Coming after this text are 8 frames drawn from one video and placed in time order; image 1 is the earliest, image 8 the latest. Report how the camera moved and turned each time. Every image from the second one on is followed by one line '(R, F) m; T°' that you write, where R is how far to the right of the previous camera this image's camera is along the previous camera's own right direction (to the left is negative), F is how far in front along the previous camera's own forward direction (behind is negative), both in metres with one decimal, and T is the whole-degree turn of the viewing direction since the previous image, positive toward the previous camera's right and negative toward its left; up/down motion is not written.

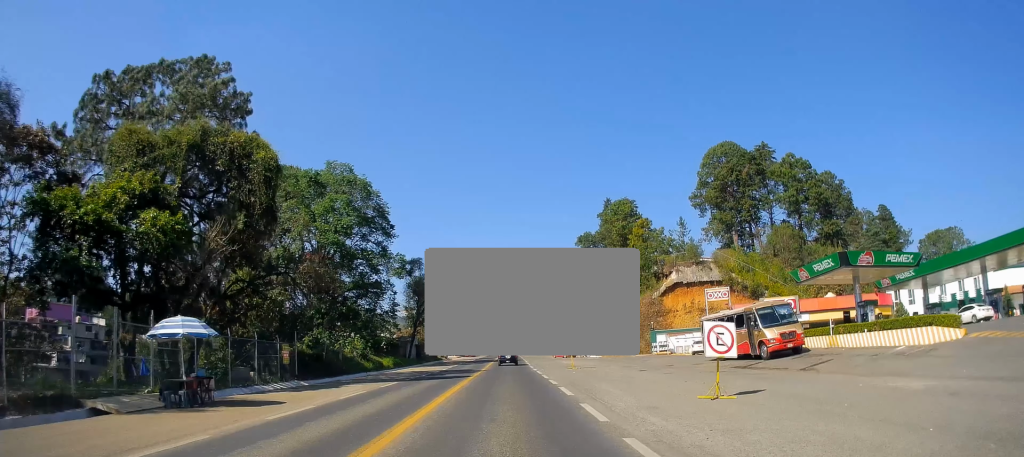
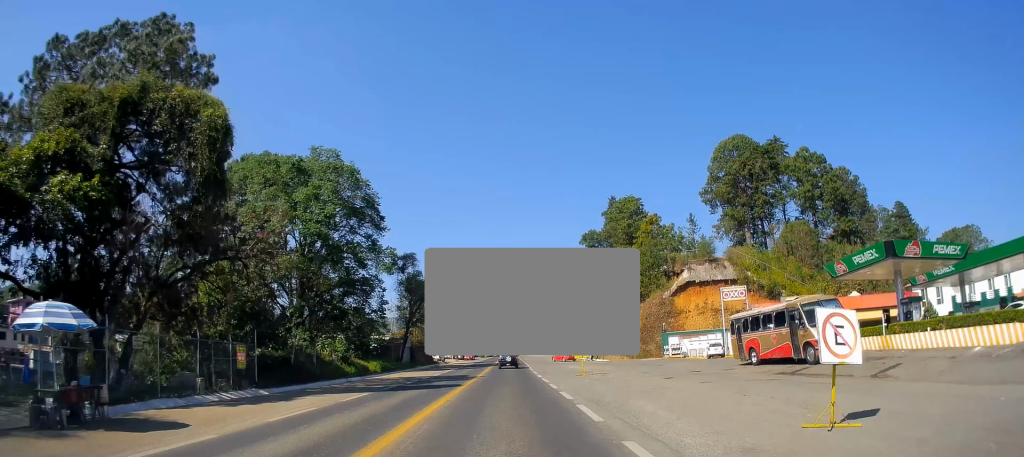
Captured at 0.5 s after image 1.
(0.0, +5.6) m; 0°
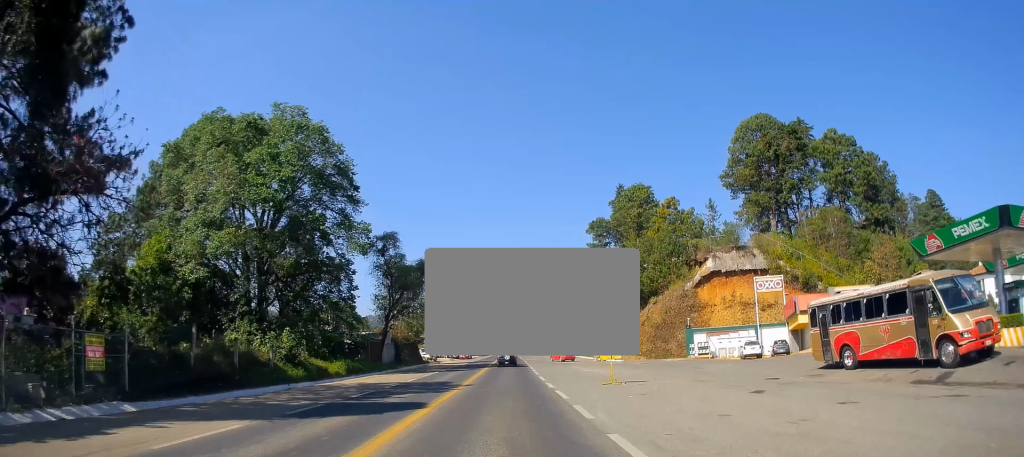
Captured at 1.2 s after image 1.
(0.0, +9.9) m; 0°
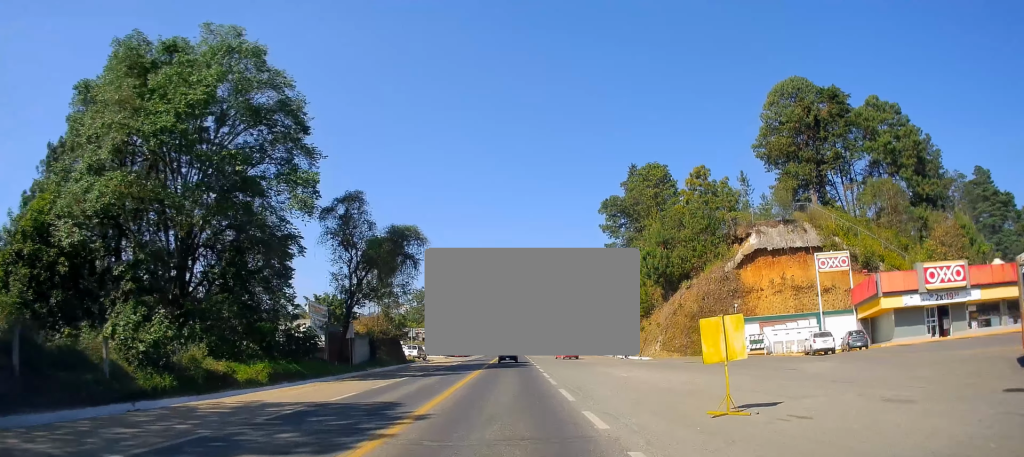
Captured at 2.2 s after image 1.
(0.0, +12.9) m; 0°
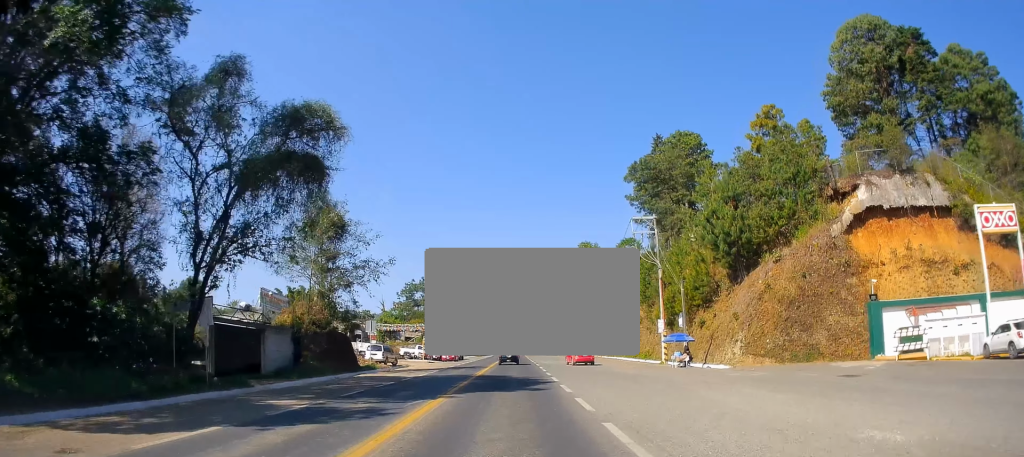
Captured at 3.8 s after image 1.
(0.0, +20.0) m; 0°
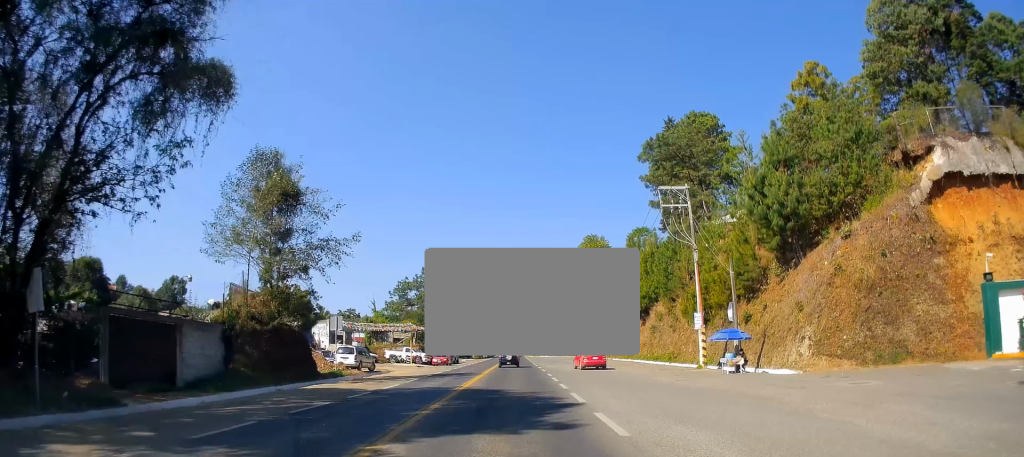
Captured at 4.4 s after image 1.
(0.0, +9.0) m; 0°
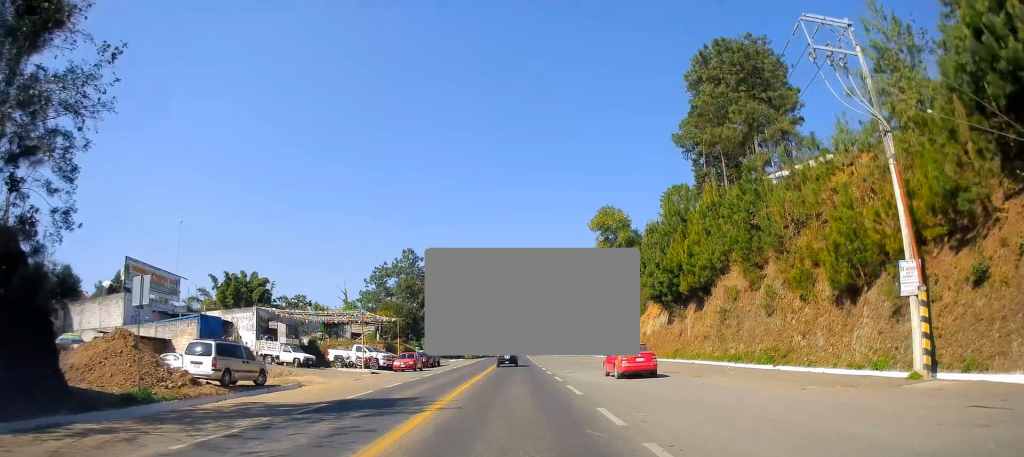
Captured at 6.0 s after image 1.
(-0.1, +20.5) m; 0°
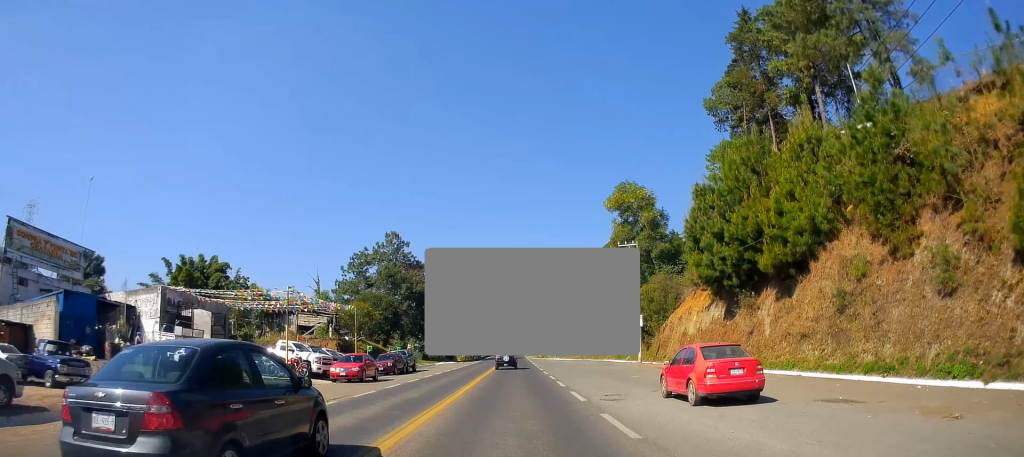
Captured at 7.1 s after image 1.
(0.0, +15.1) m; 0°
